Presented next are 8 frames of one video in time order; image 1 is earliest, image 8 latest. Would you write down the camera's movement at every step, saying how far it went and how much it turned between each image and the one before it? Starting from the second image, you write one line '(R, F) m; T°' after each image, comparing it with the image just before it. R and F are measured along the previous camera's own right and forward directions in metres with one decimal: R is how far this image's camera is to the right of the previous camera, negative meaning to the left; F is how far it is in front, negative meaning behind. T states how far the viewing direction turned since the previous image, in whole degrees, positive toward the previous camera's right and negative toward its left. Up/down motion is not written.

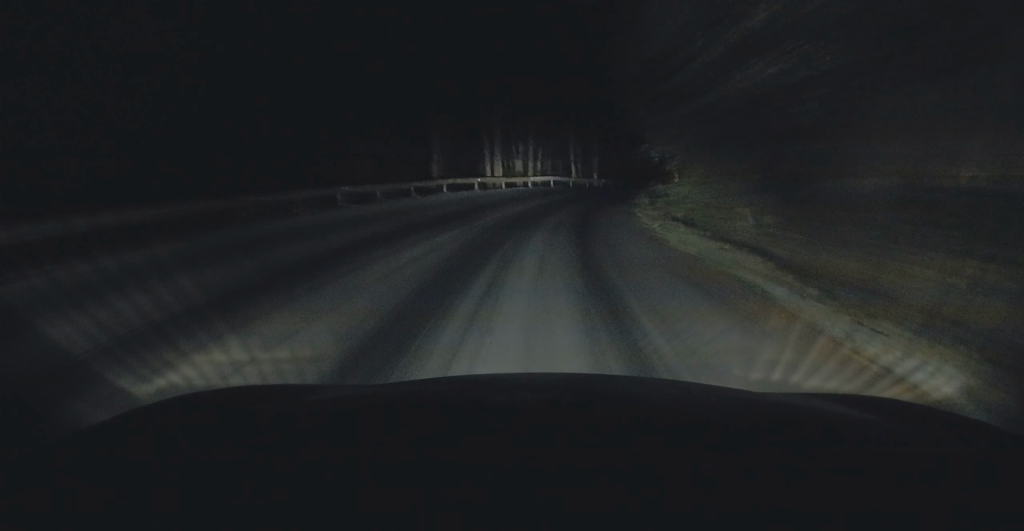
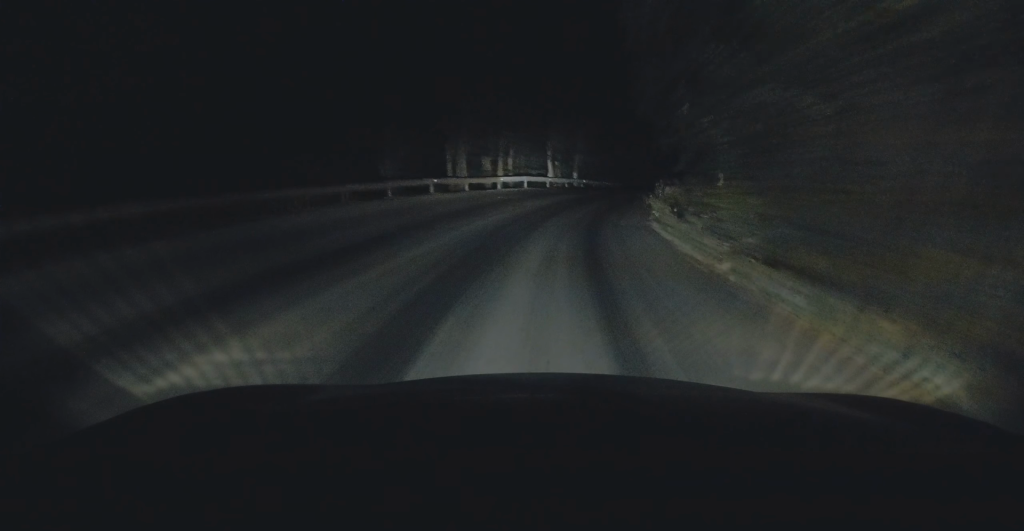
(+0.3, +8.5) m; +3°
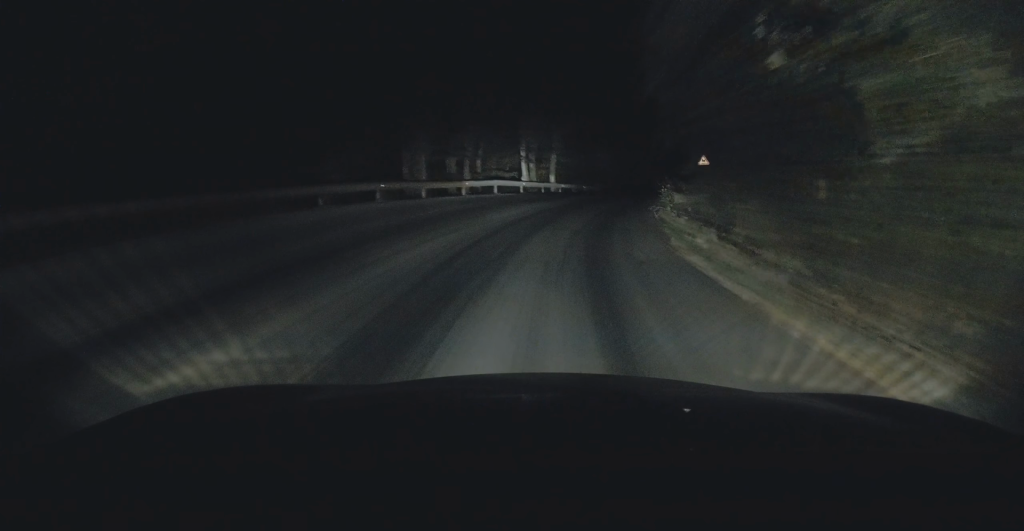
(0.0, +6.7) m; +2°
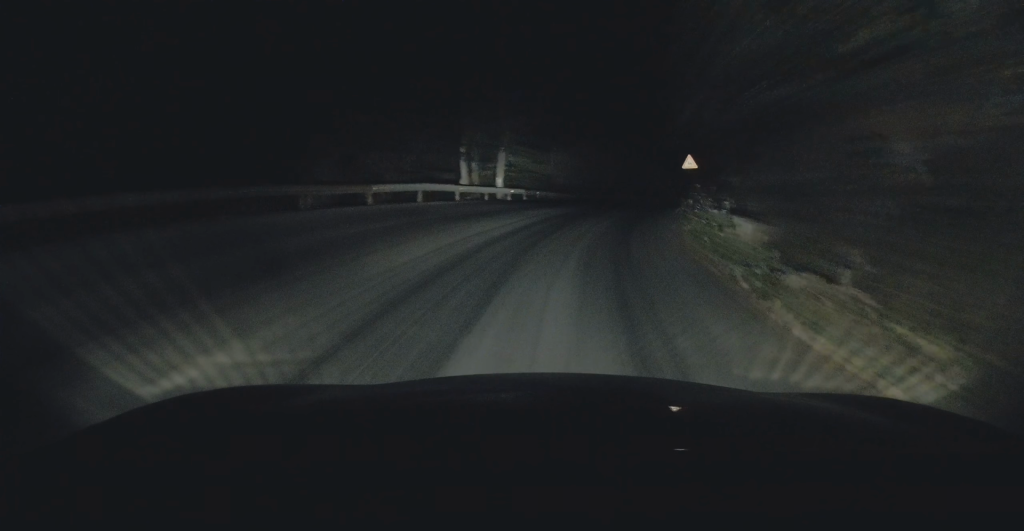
(+0.4, +10.7) m; +2°
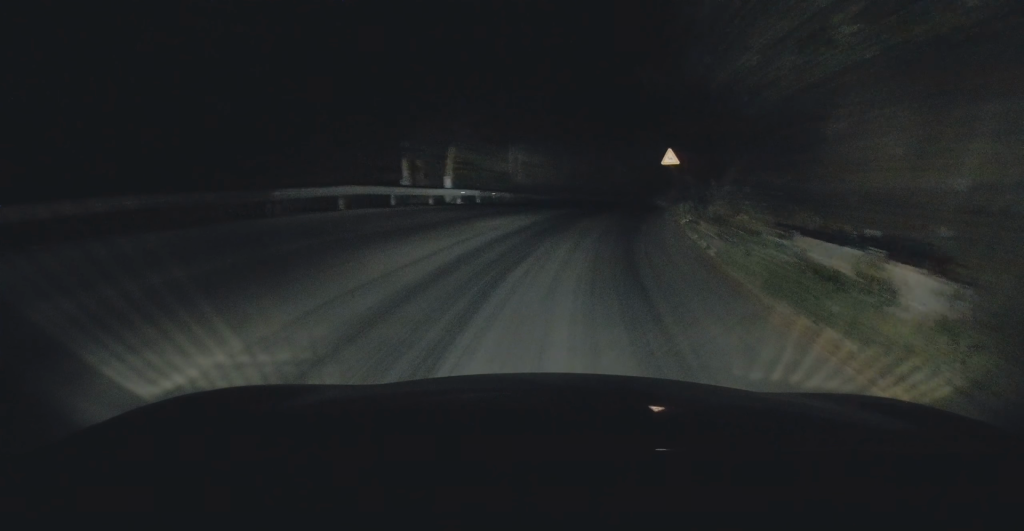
(0.0, +5.9) m; +1°
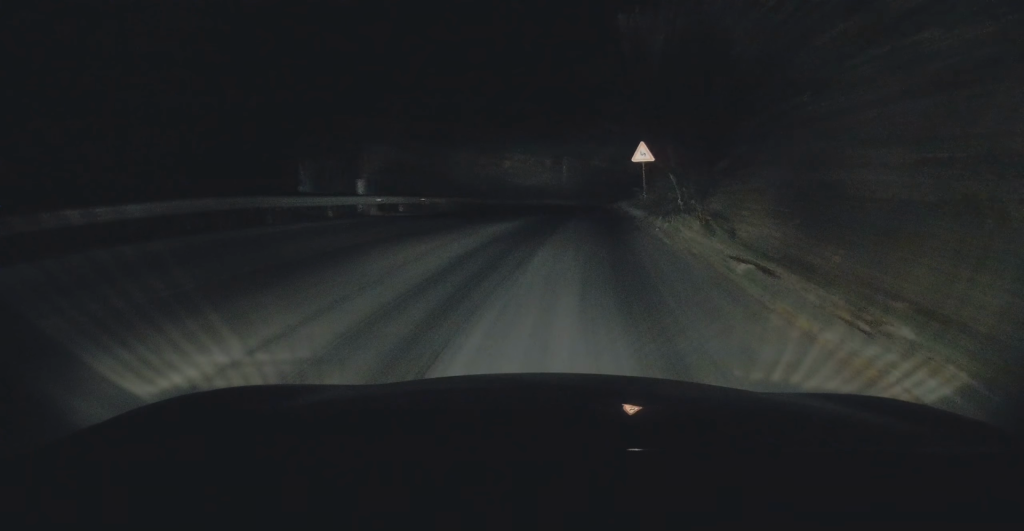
(0.0, +7.4) m; +1°
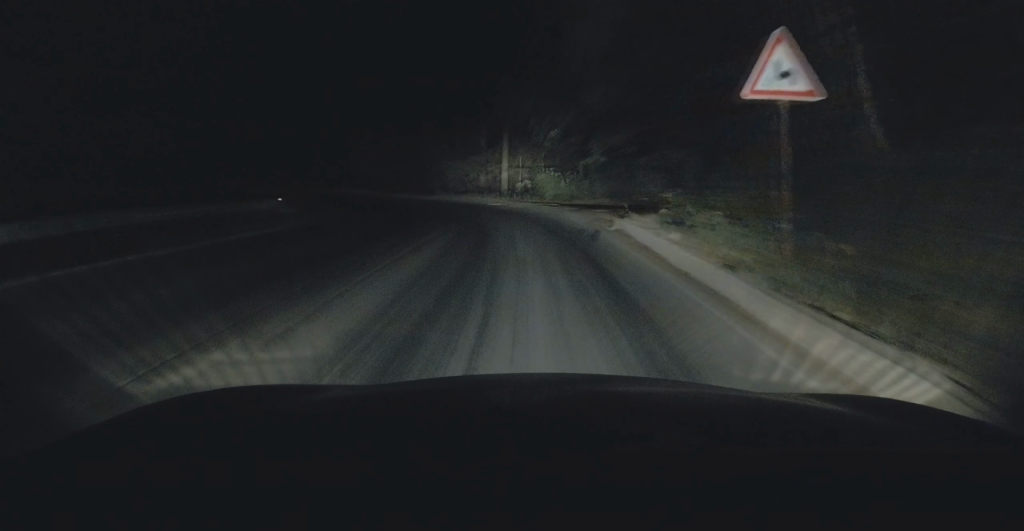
(+1.3, +20.5) m; +12°
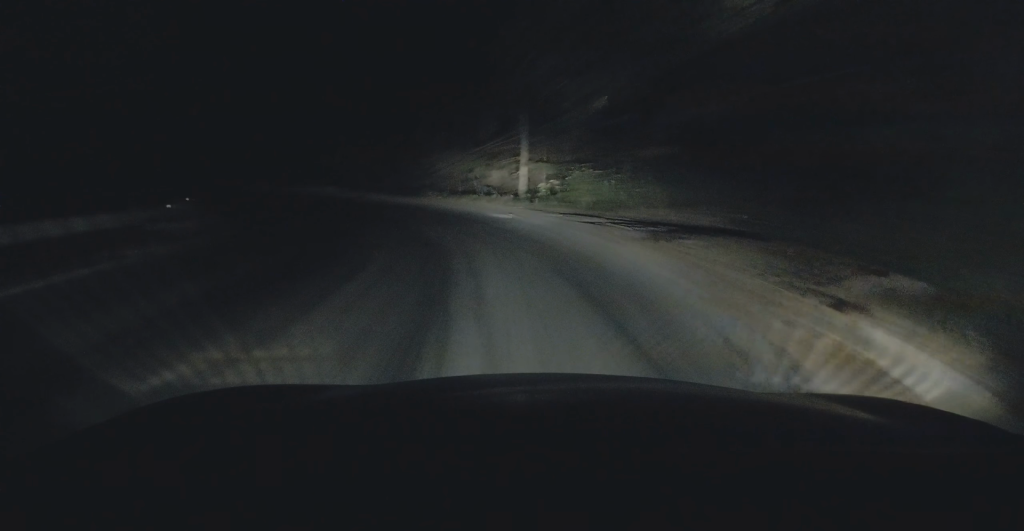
(+1.0, +9.1) m; +2°
